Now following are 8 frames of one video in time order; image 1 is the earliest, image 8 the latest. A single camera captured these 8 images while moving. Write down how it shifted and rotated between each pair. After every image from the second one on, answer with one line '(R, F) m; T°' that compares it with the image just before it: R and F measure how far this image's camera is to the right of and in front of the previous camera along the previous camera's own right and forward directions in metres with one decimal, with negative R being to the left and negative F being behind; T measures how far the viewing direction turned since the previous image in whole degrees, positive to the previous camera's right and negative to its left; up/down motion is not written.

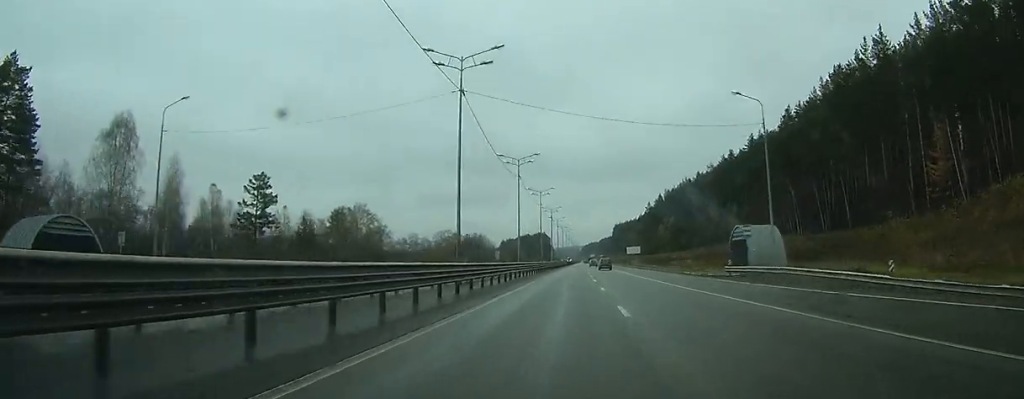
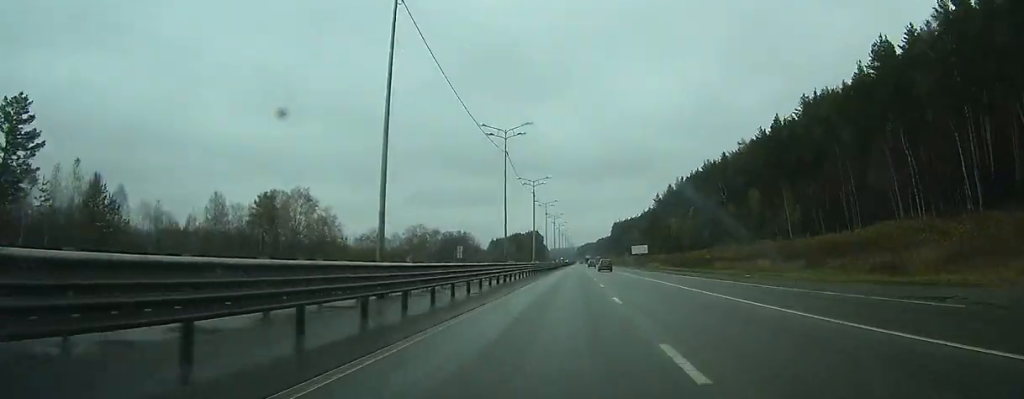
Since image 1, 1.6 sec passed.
(+0.1, +43.4) m; 0°
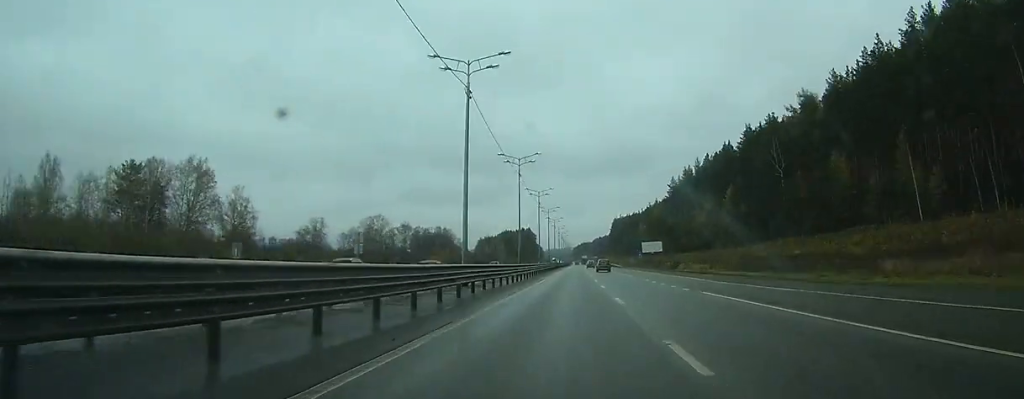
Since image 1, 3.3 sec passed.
(+0.3, +47.3) m; +1°
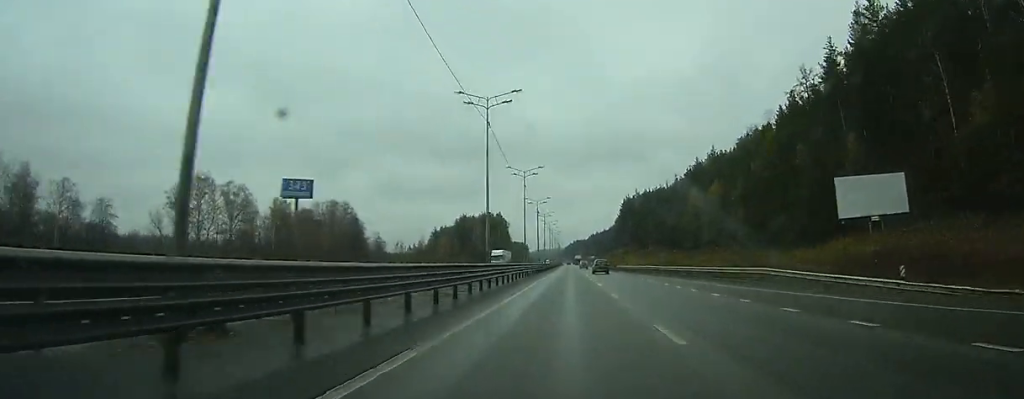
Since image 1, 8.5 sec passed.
(+1.7, +141.3) m; +1°
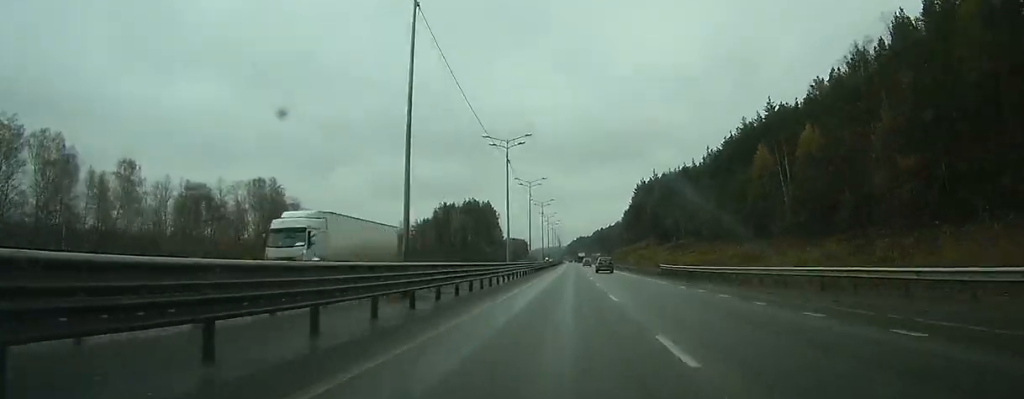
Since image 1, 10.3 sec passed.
(+0.1, +49.9) m; 0°
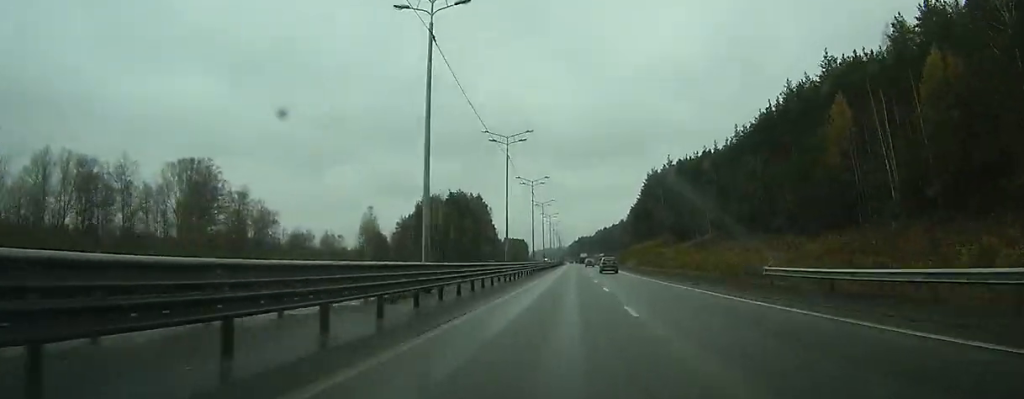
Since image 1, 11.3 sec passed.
(-0.2, +29.5) m; 0°
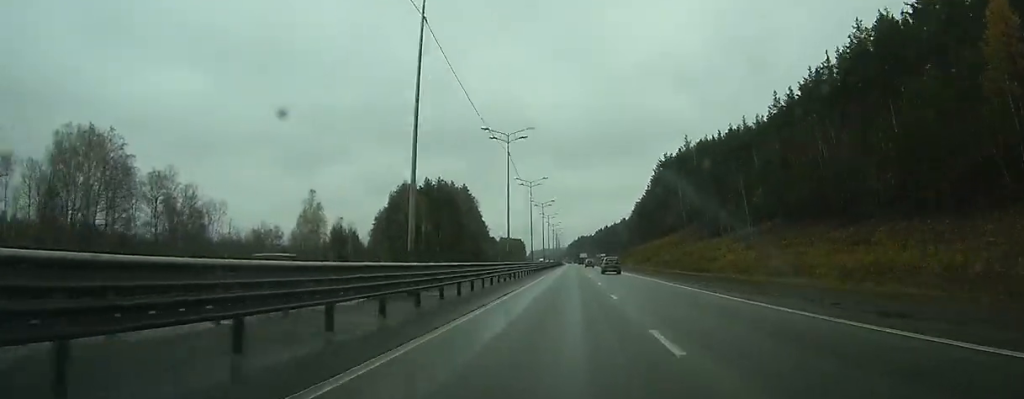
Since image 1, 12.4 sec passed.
(0.0, +29.5) m; 0°
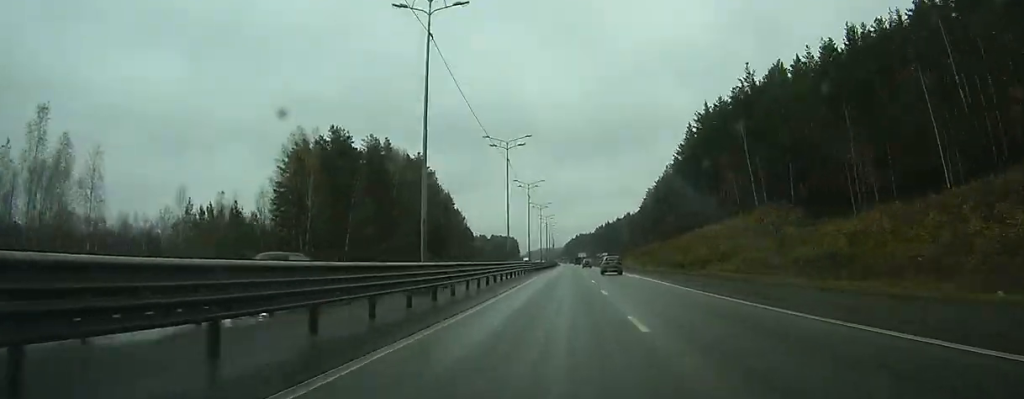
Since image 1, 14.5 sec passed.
(+0.1, +57.0) m; 0°
